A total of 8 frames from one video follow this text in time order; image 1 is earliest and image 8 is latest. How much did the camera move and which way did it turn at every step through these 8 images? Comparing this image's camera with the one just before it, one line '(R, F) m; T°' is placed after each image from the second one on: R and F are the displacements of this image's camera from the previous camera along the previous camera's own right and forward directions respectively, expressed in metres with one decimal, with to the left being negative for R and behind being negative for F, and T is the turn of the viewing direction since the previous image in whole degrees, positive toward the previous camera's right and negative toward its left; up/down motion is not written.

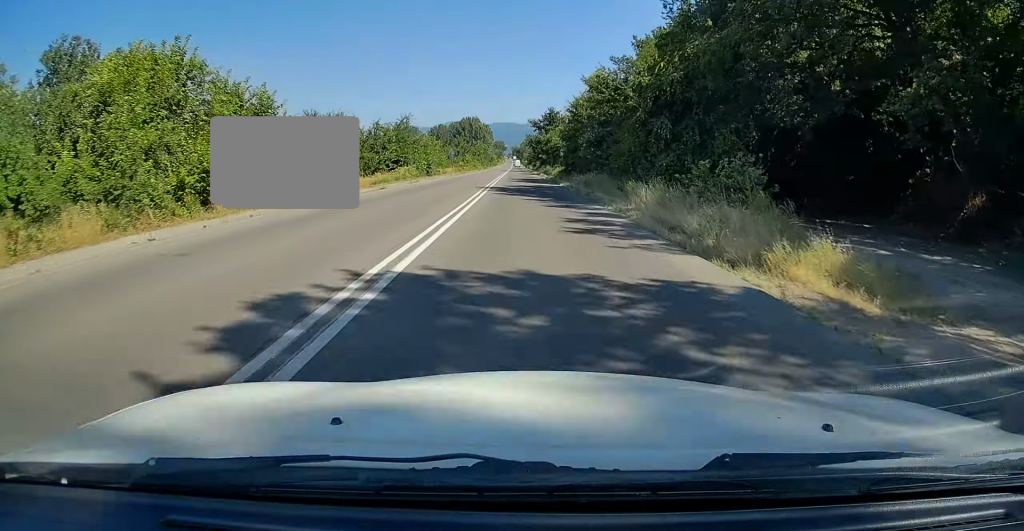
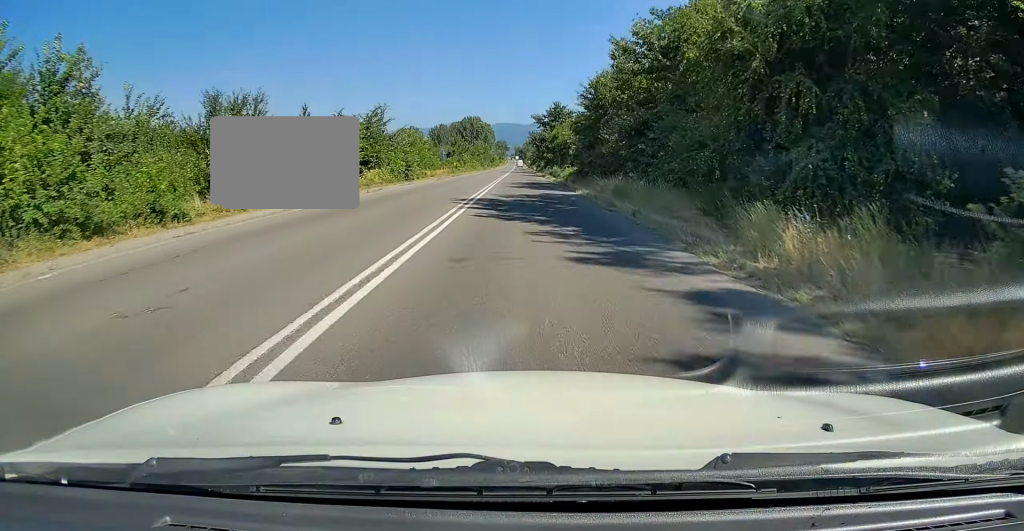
(0.0, +11.0) m; 0°
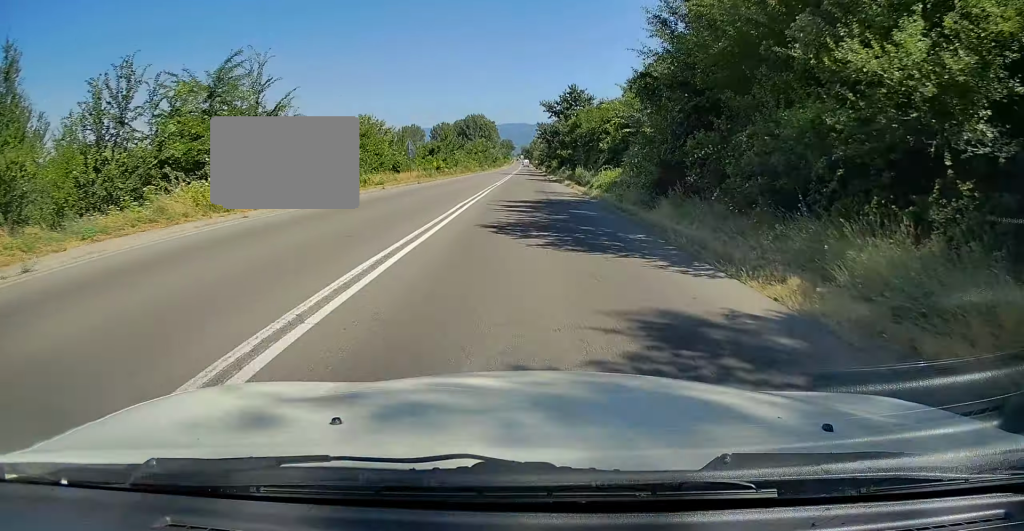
(-0.2, +22.9) m; -1°
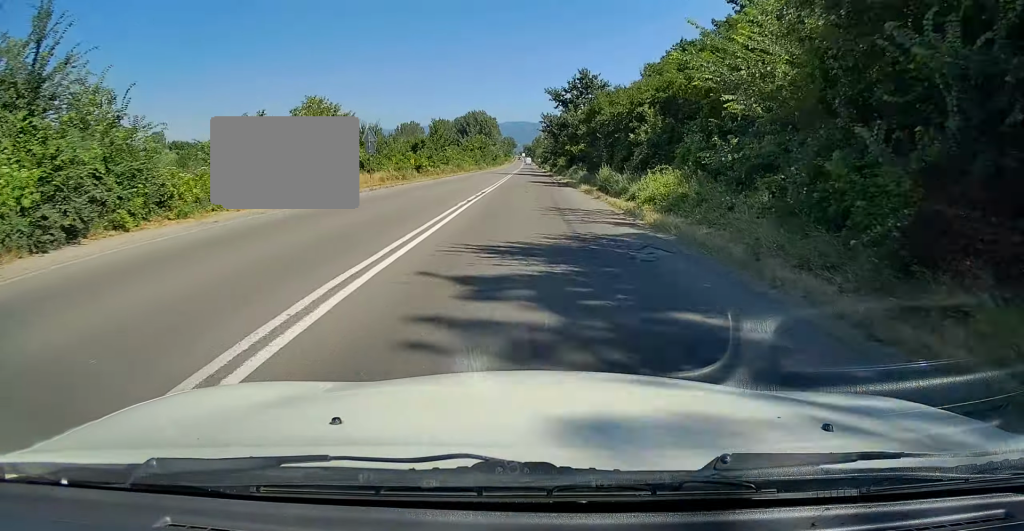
(0.0, +12.4) m; 0°
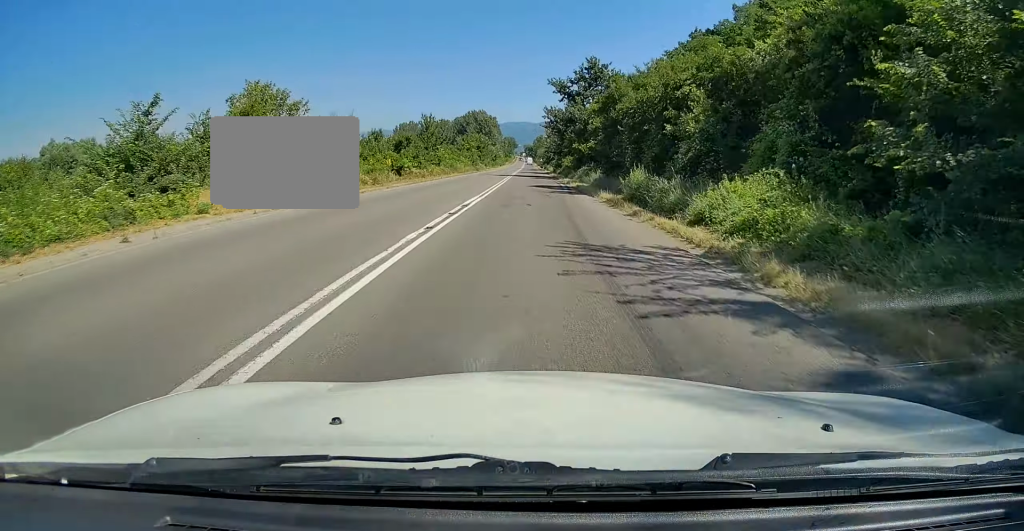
(-0.1, +8.3) m; 0°
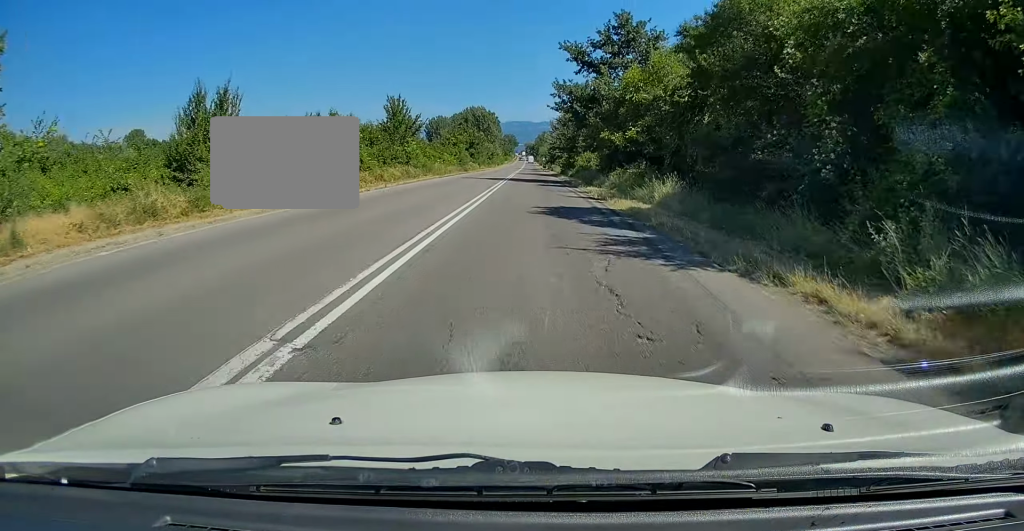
(0.0, +18.9) m; 0°
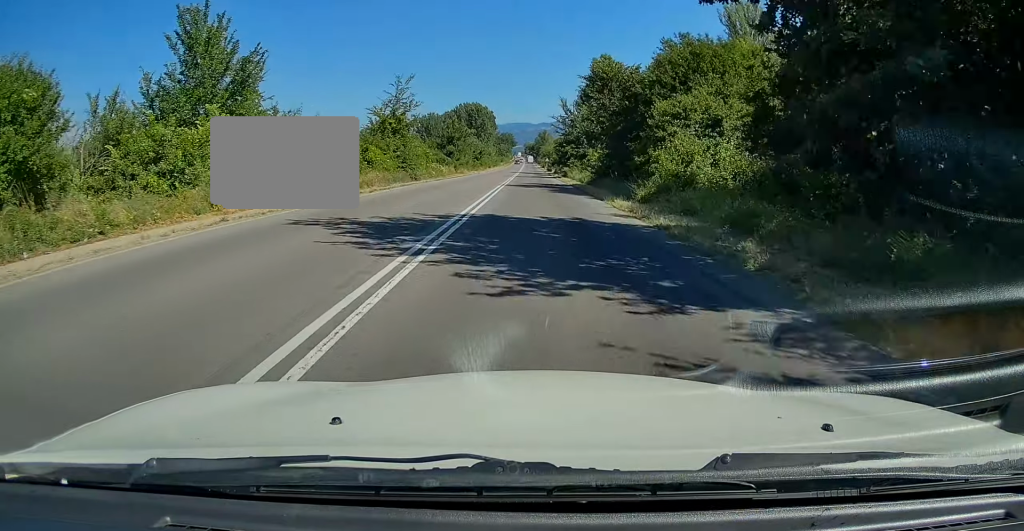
(0.0, +34.0) m; 0°
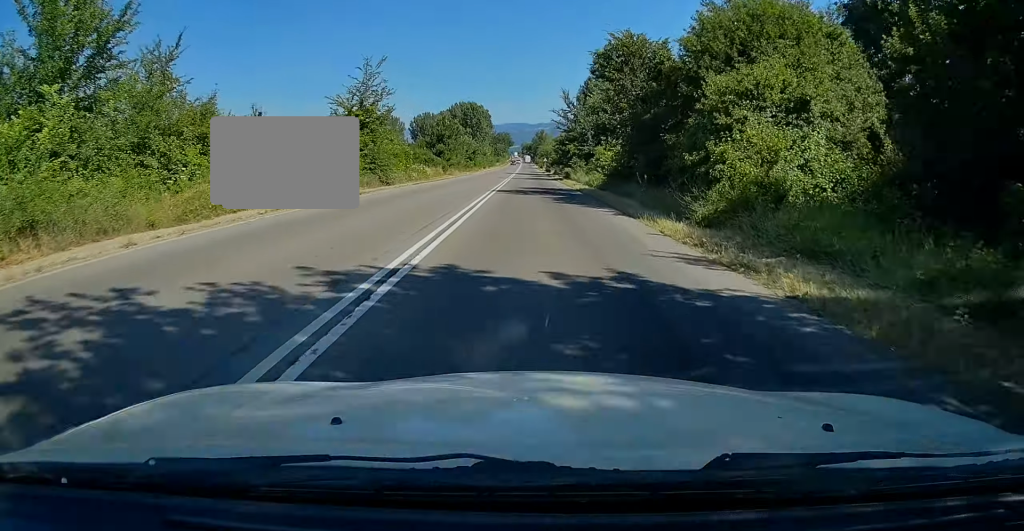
(0.0, +7.7) m; 0°
